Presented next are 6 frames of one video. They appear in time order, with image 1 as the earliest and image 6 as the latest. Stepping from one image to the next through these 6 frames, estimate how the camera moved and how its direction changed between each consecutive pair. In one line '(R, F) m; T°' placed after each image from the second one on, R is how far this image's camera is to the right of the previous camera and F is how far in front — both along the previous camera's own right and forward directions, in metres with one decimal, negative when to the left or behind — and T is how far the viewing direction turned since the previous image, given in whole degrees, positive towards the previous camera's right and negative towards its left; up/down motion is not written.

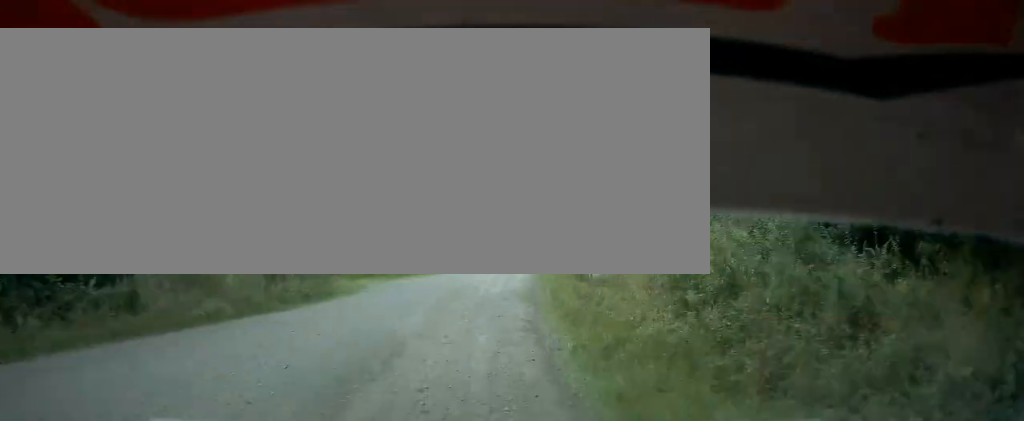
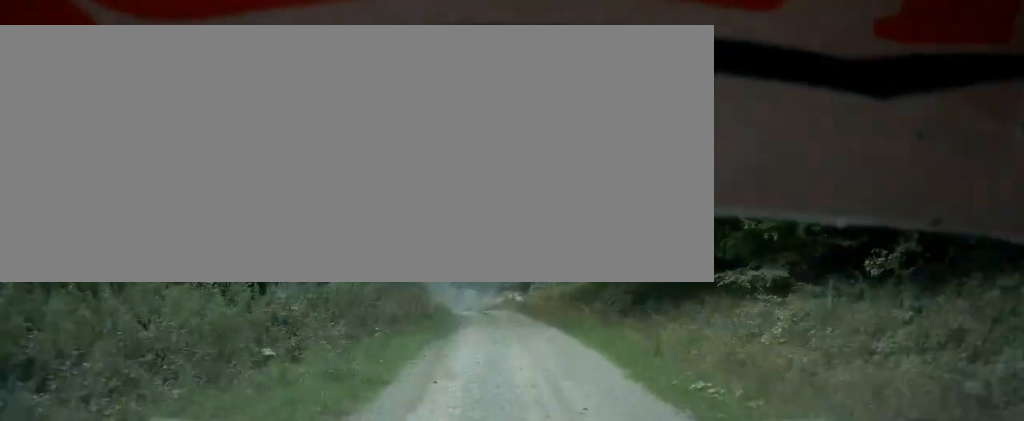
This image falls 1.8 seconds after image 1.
(+12.8, +58.7) m; +19°
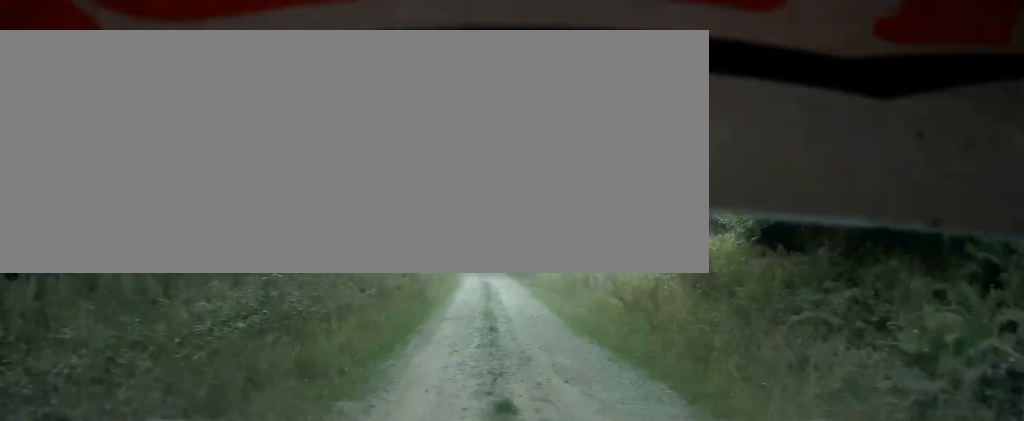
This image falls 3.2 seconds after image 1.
(+1.3, +55.2) m; +2°
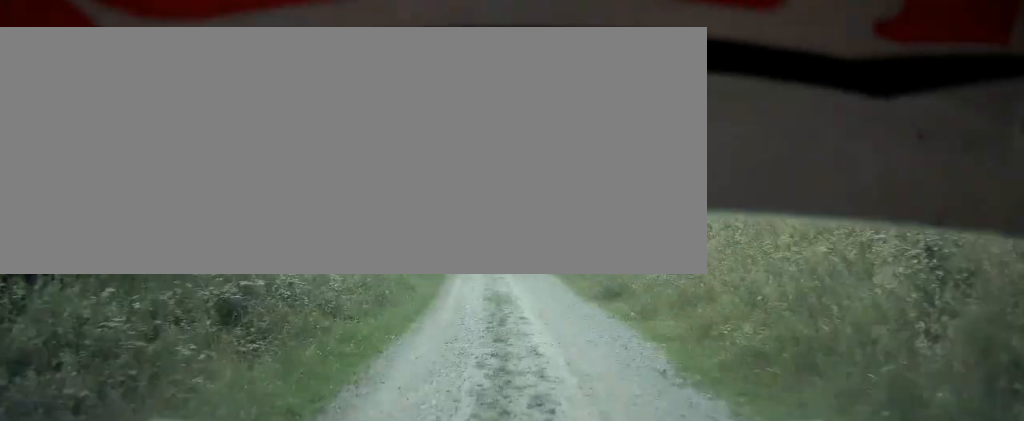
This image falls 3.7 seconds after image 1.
(+0.2, +19.9) m; 0°
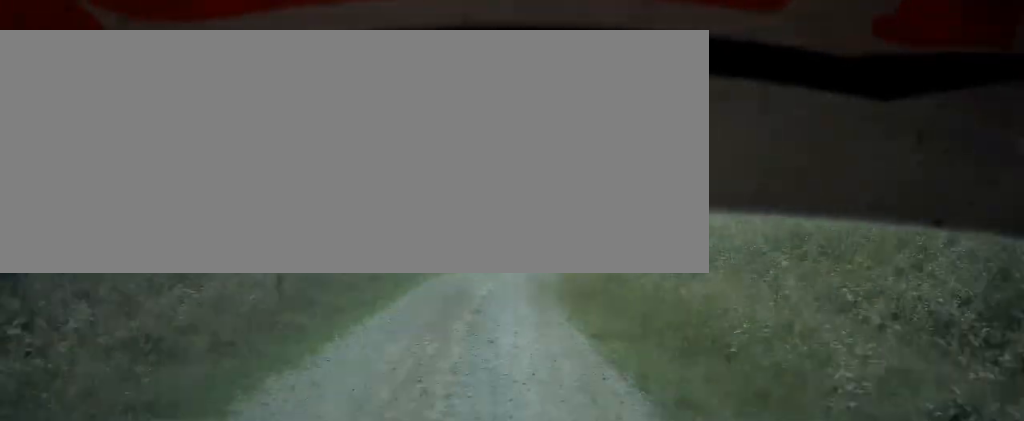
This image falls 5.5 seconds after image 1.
(+1.5, +65.7) m; +3°
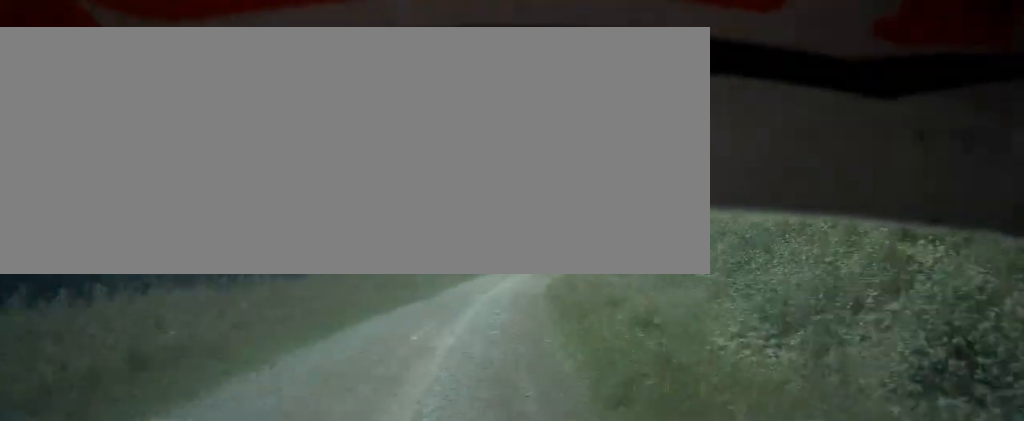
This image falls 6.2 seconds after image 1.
(+0.3, +23.2) m; +2°
